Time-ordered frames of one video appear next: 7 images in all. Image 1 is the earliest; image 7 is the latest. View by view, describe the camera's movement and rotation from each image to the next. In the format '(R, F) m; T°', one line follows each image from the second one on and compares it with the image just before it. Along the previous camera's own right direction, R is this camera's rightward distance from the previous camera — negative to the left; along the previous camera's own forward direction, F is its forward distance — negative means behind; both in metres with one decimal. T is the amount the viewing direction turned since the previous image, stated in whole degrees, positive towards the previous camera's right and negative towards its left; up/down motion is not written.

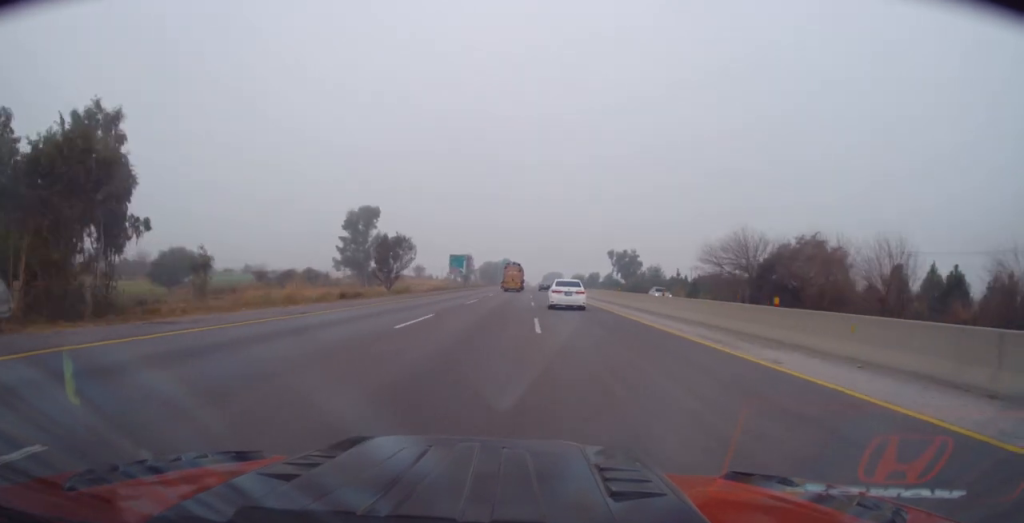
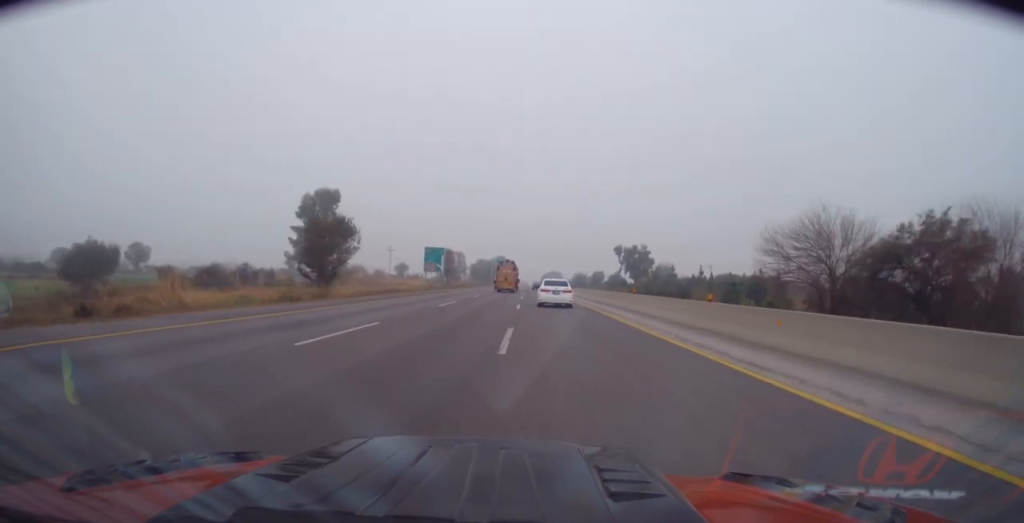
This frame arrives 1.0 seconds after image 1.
(+0.3, +22.7) m; +1°
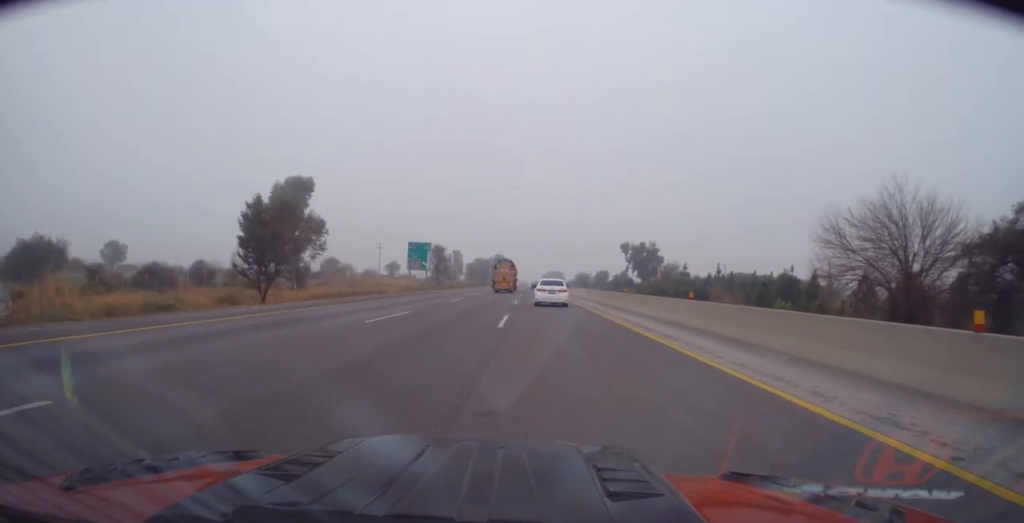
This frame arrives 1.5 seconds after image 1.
(+0.1, +12.0) m; 0°
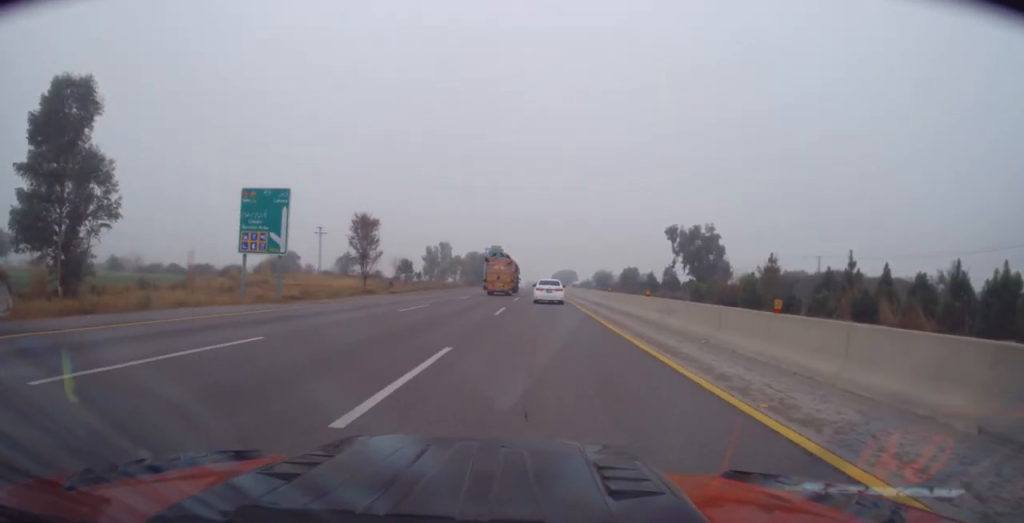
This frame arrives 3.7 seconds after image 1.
(-1.6, +47.2) m; -3°
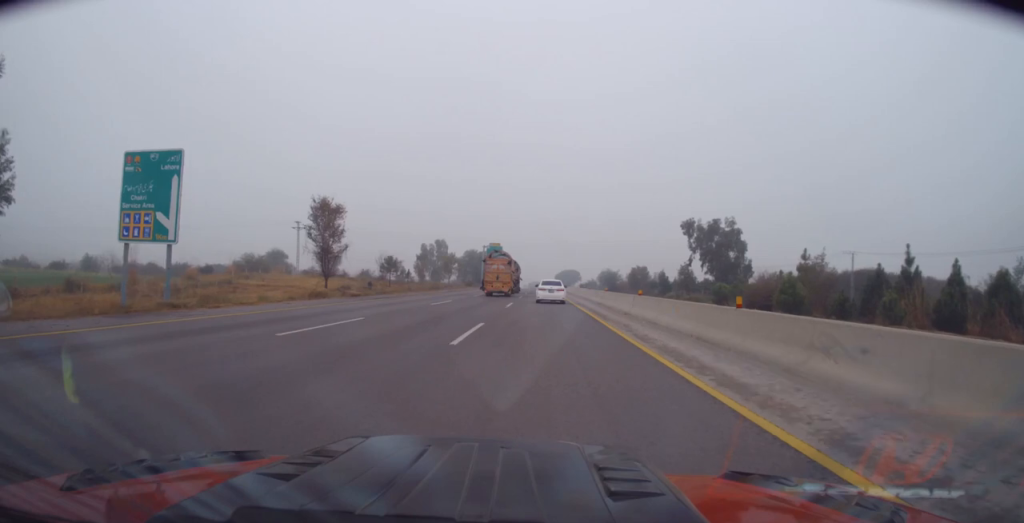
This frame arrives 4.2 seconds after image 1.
(-0.2, +11.0) m; 0°
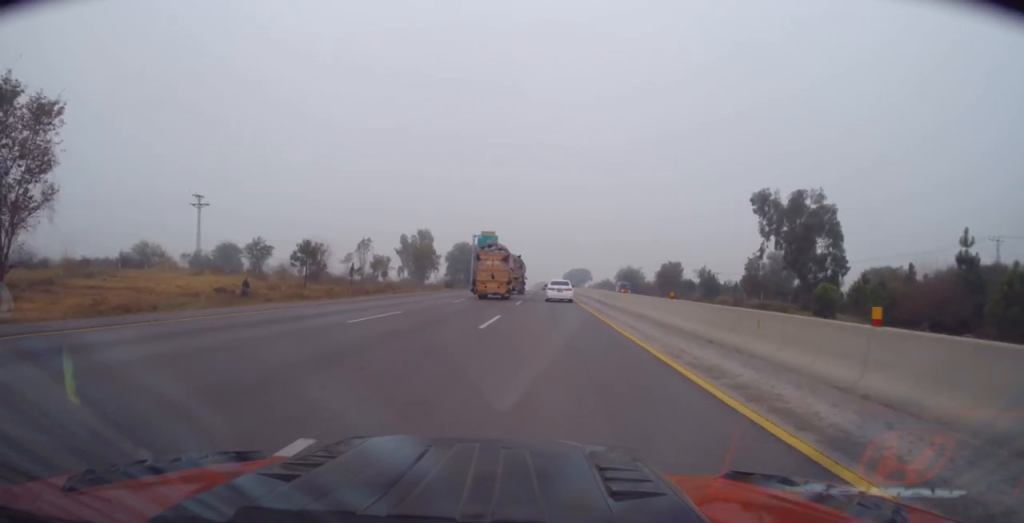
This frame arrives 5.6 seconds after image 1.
(+0.5, +31.6) m; 0°
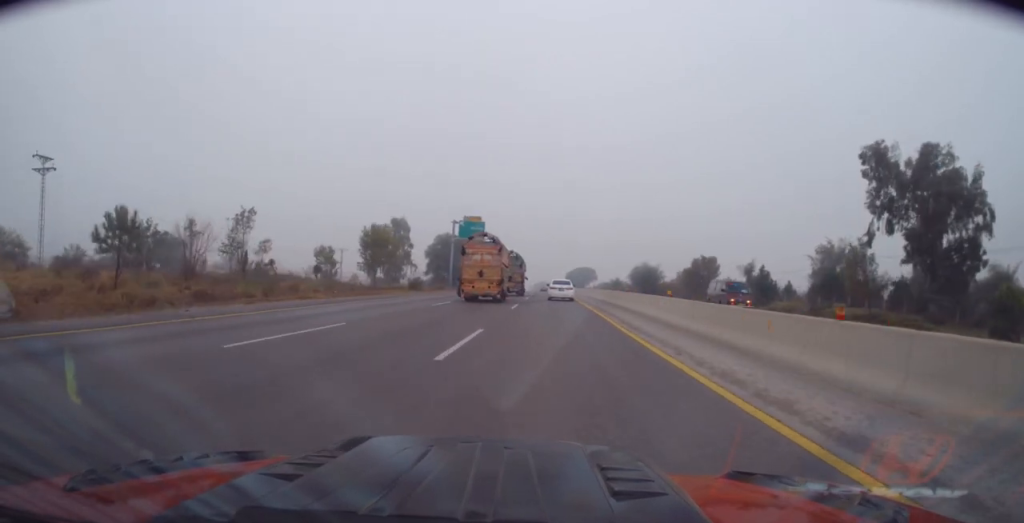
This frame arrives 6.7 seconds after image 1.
(-0.5, +24.9) m; -1°
